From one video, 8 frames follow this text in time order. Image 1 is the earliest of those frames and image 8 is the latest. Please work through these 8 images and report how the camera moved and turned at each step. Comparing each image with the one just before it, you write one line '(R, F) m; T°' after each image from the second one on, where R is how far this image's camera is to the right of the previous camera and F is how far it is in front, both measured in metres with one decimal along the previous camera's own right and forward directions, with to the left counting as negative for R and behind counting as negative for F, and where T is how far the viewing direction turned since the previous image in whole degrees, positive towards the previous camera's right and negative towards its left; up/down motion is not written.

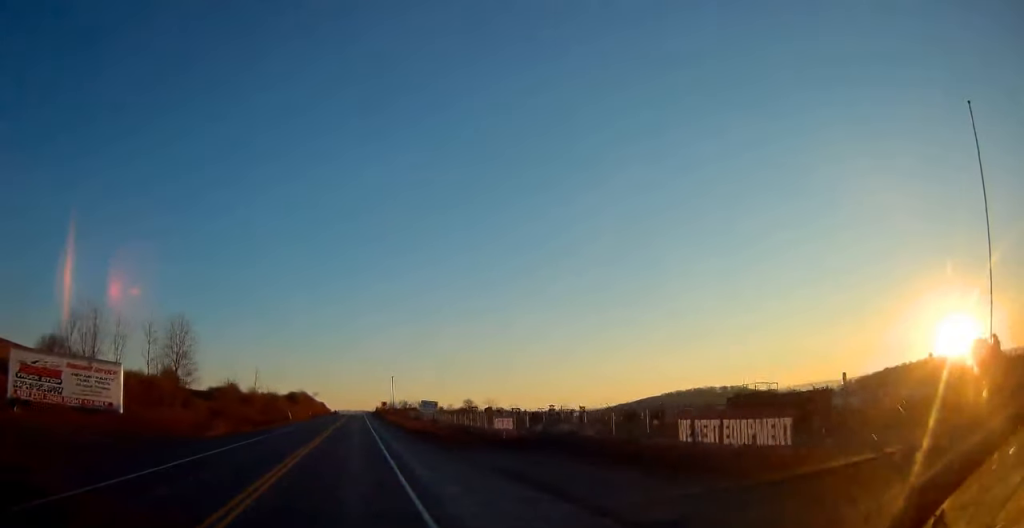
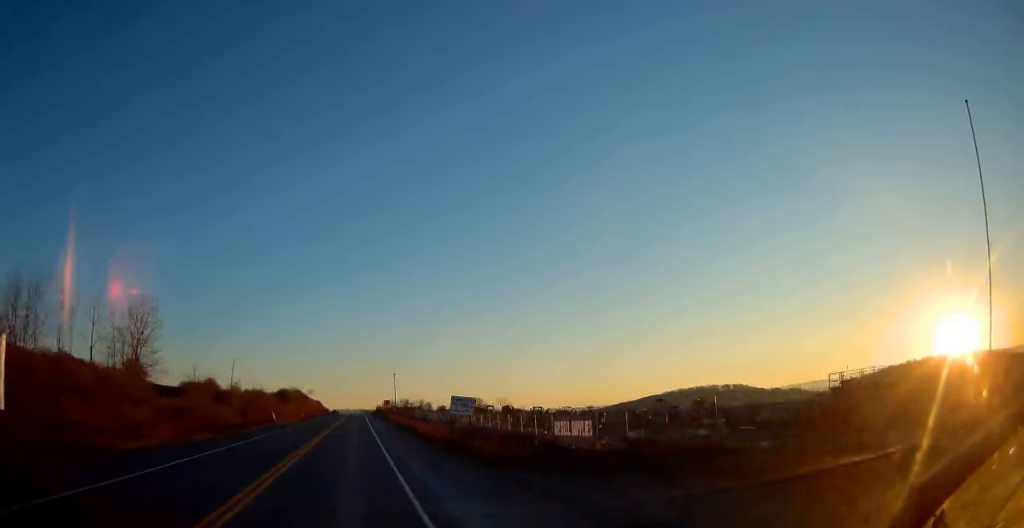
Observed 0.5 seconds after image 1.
(0.0, +13.7) m; 0°
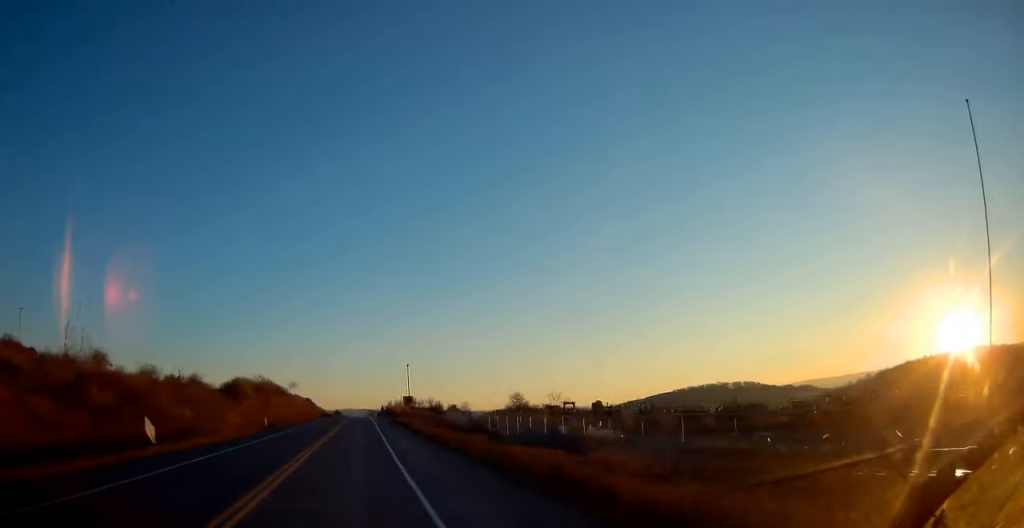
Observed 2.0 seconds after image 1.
(0.0, +37.1) m; 0°
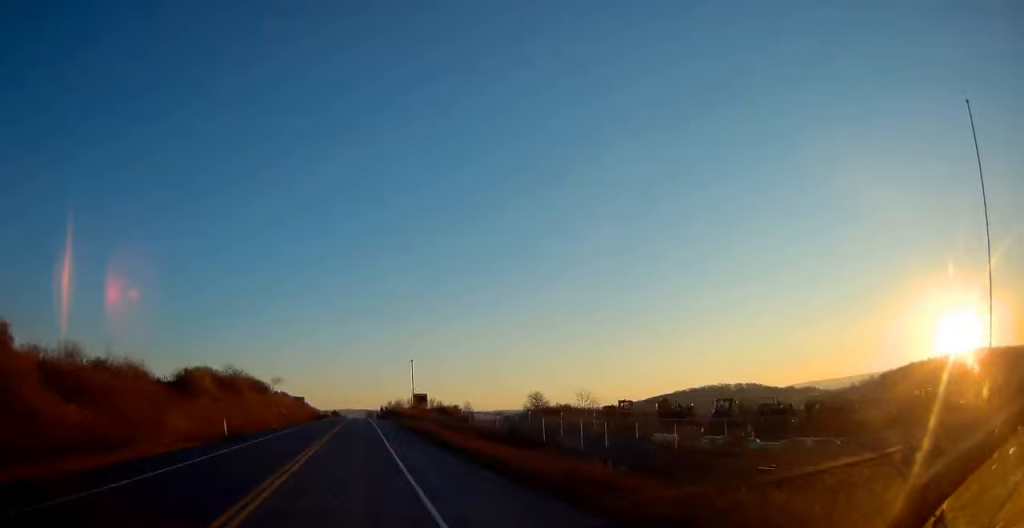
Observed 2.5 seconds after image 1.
(0.0, +14.8) m; 0°
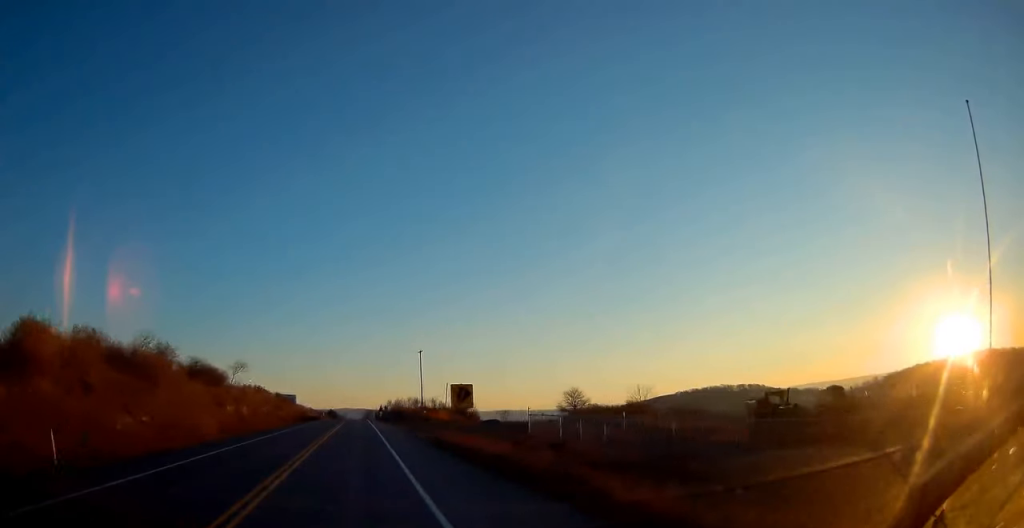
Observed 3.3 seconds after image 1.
(-0.1, +21.0) m; -1°
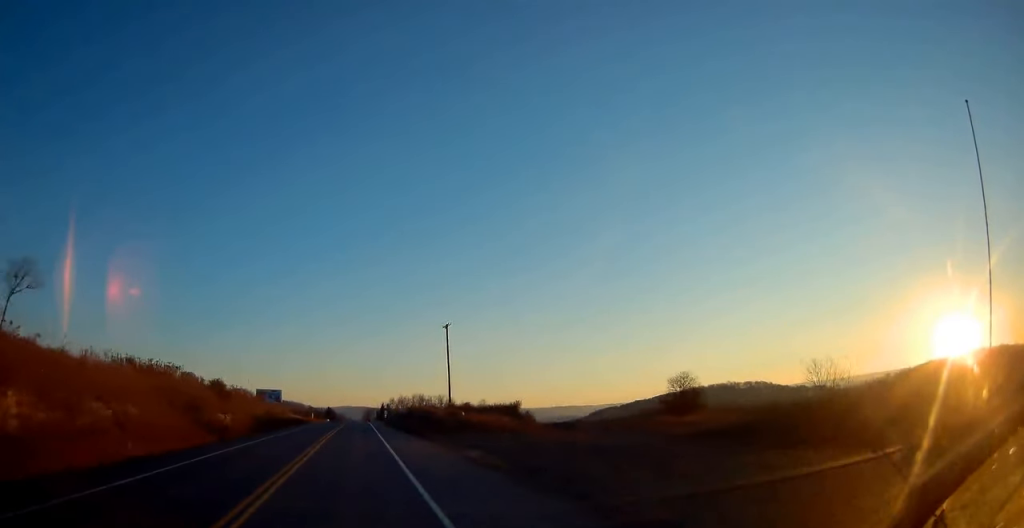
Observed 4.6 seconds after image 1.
(+0.1, +32.9) m; +1°
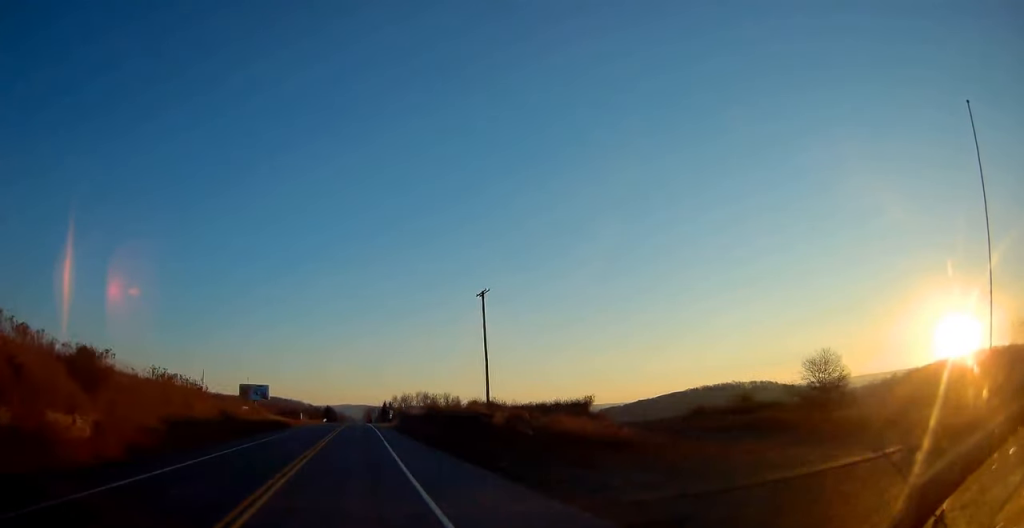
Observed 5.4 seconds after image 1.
(+0.3, +21.6) m; 0°
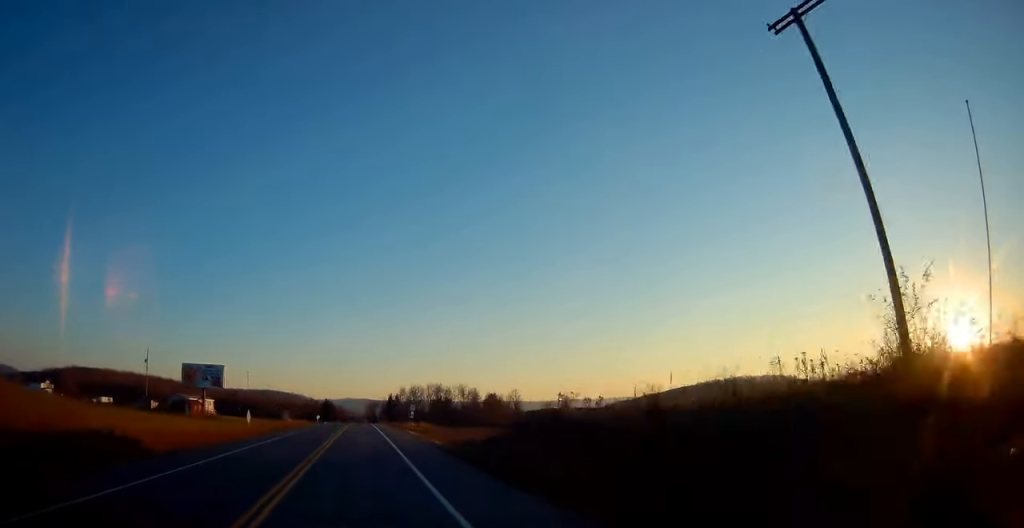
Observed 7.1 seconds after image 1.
(-0.8, +43.1) m; -1°
